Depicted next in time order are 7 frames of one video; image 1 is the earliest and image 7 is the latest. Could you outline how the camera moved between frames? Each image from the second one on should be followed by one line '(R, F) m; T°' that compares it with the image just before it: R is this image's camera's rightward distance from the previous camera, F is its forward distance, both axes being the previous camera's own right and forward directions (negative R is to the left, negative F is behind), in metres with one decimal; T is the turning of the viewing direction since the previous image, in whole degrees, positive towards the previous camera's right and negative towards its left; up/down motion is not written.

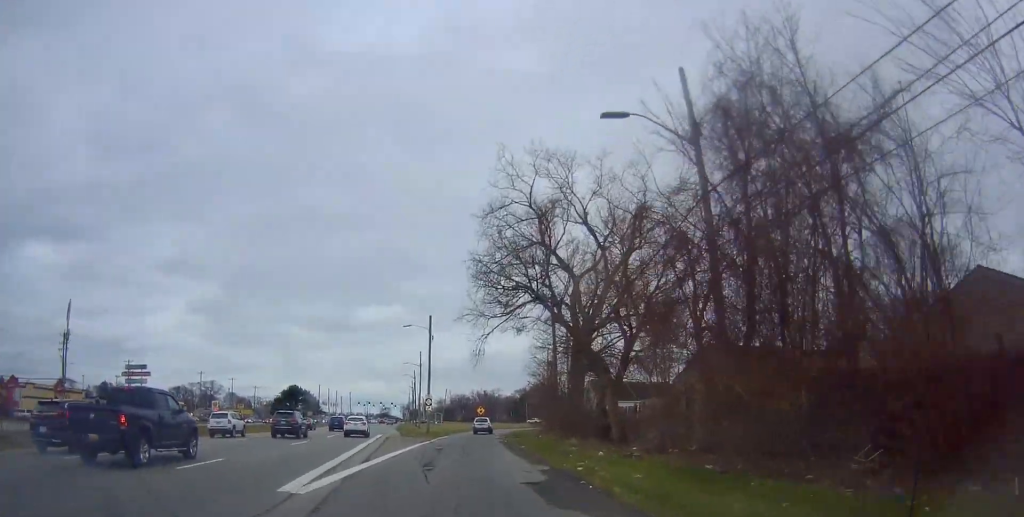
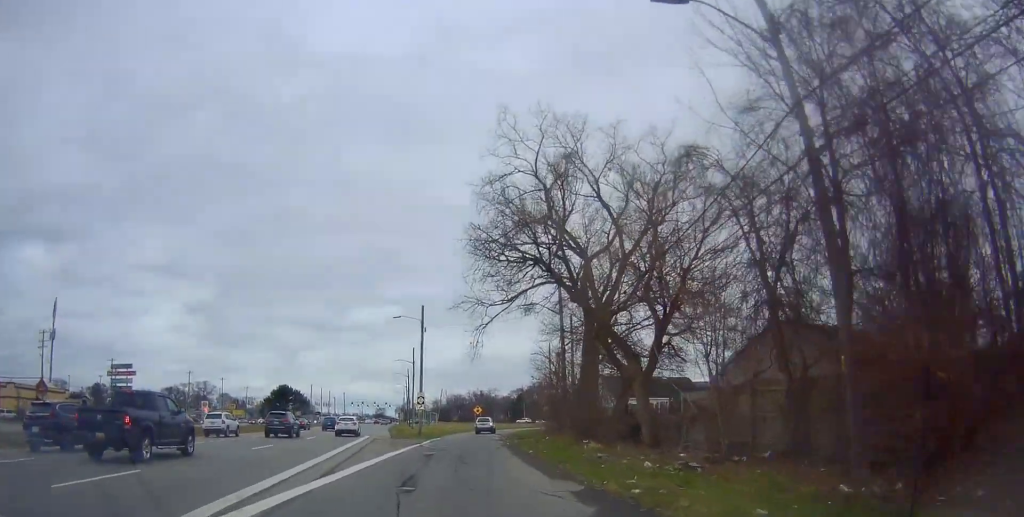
(0.0, +4.4) m; 0°
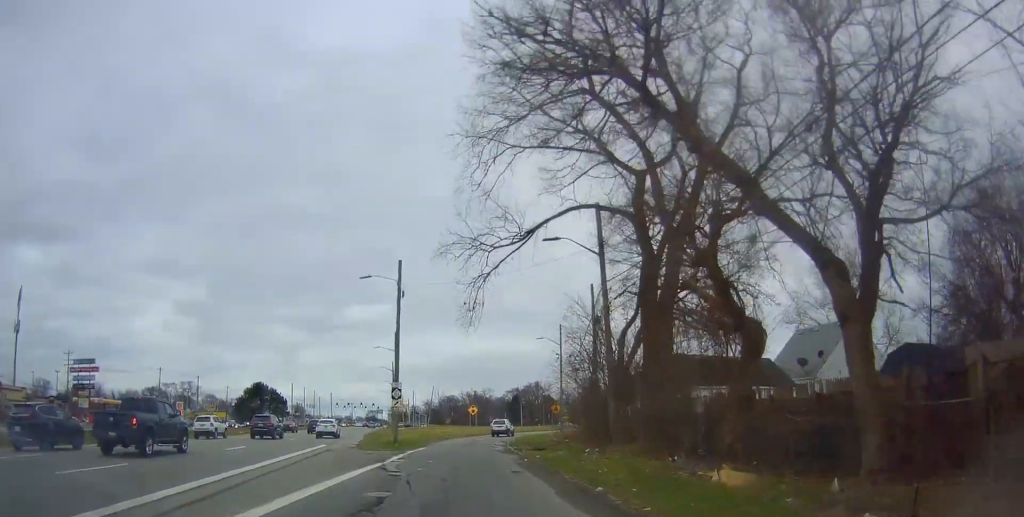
(0.0, +11.6) m; 0°
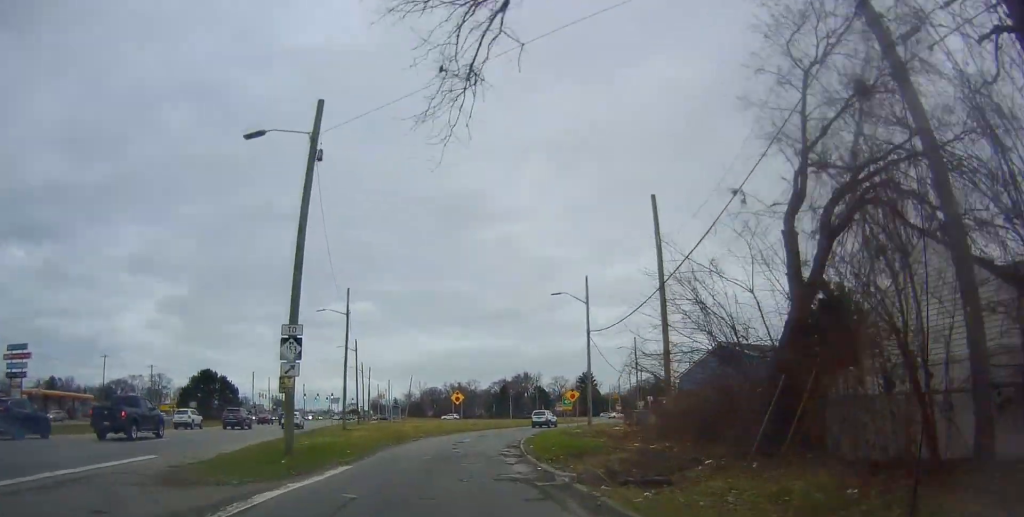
(0.0, +17.8) m; +3°
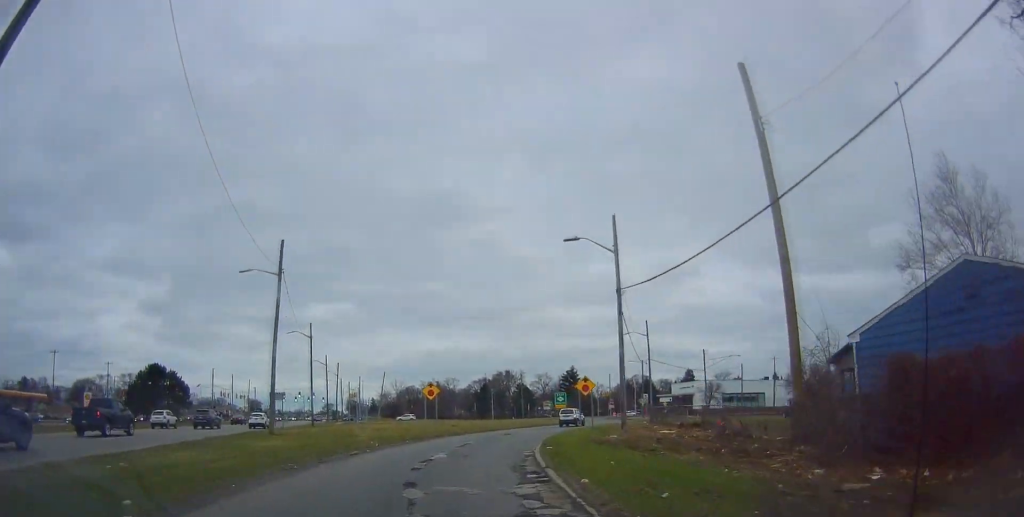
(+0.5, +12.3) m; +4°
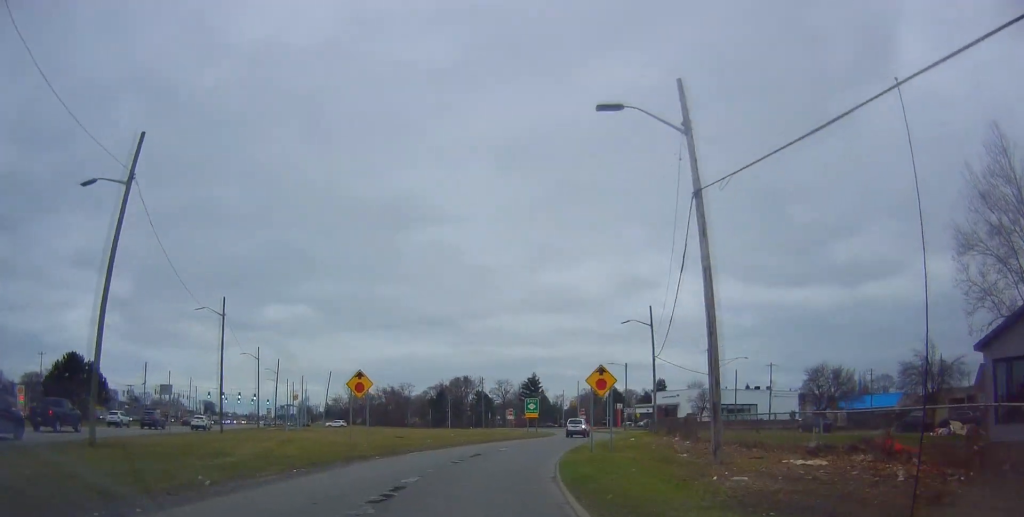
(+0.5, +13.5) m; +1°
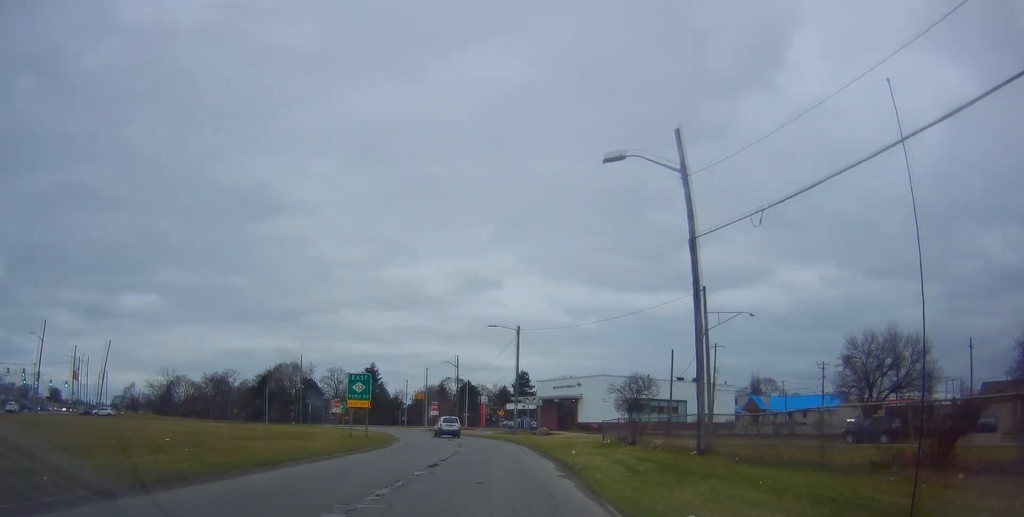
(+1.7, +32.1) m; +13°
